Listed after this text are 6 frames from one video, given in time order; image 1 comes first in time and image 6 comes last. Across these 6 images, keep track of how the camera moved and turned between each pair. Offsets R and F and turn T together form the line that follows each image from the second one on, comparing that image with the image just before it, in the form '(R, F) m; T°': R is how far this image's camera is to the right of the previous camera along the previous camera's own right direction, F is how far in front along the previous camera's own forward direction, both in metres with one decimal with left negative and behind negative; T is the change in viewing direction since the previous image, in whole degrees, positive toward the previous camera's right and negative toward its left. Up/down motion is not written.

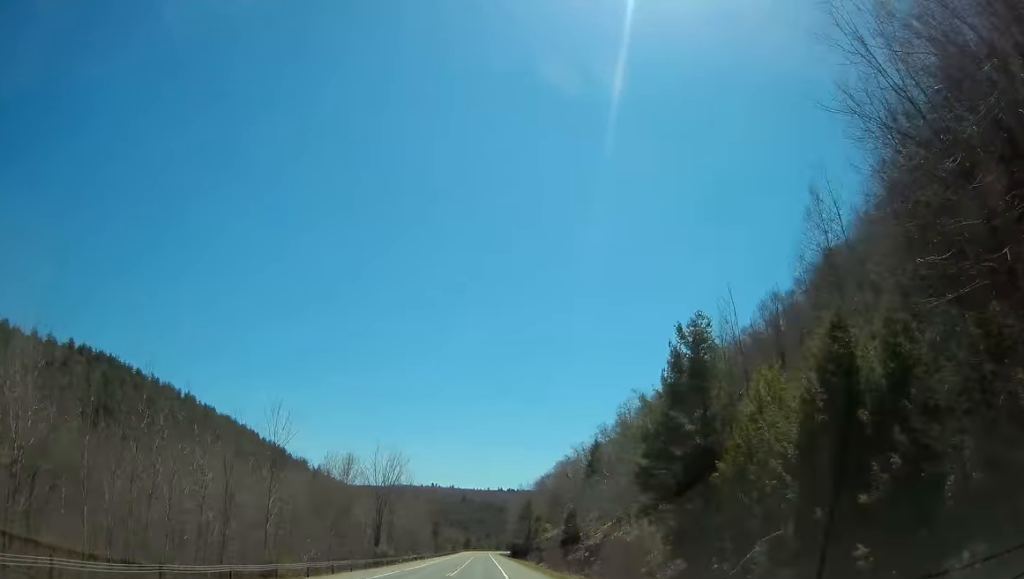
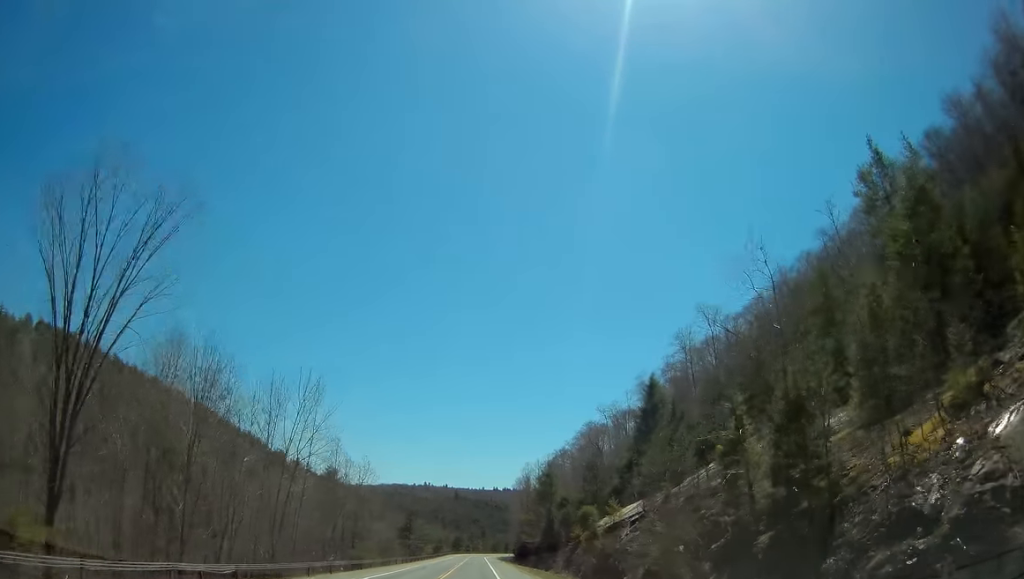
(+0.1, +62.0) m; 0°
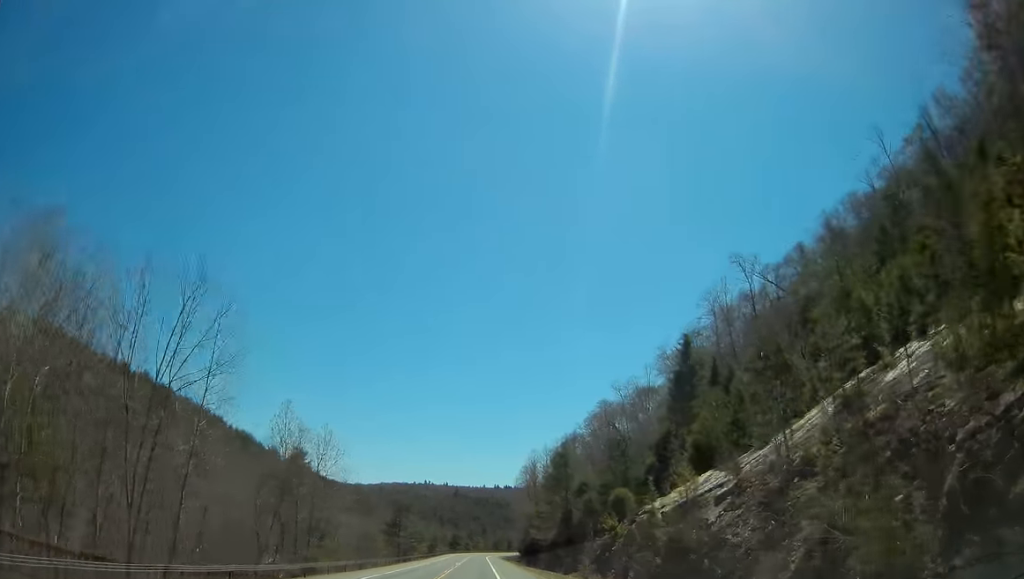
(0.0, +19.2) m; 0°
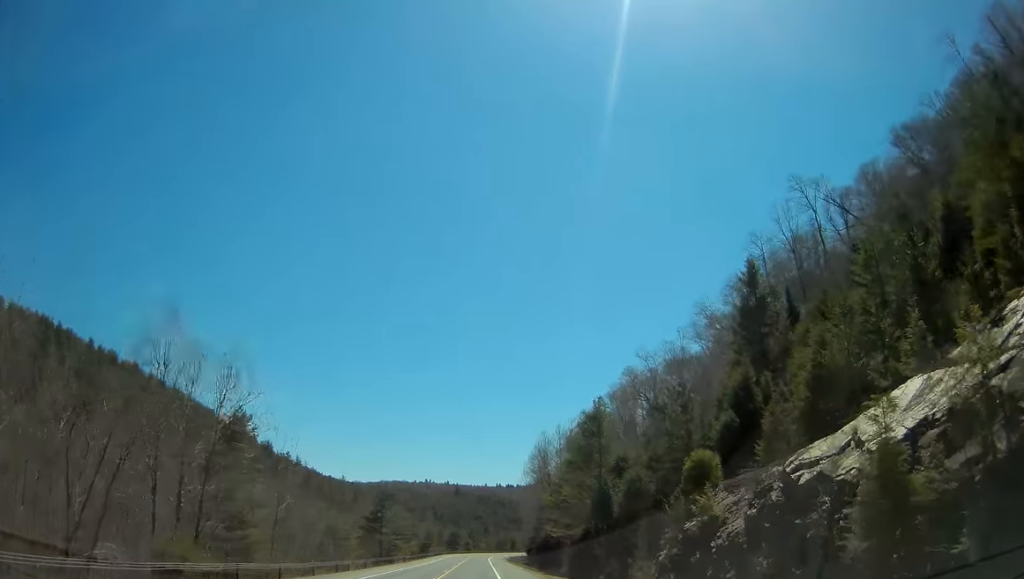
(0.0, +23.6) m; 0°
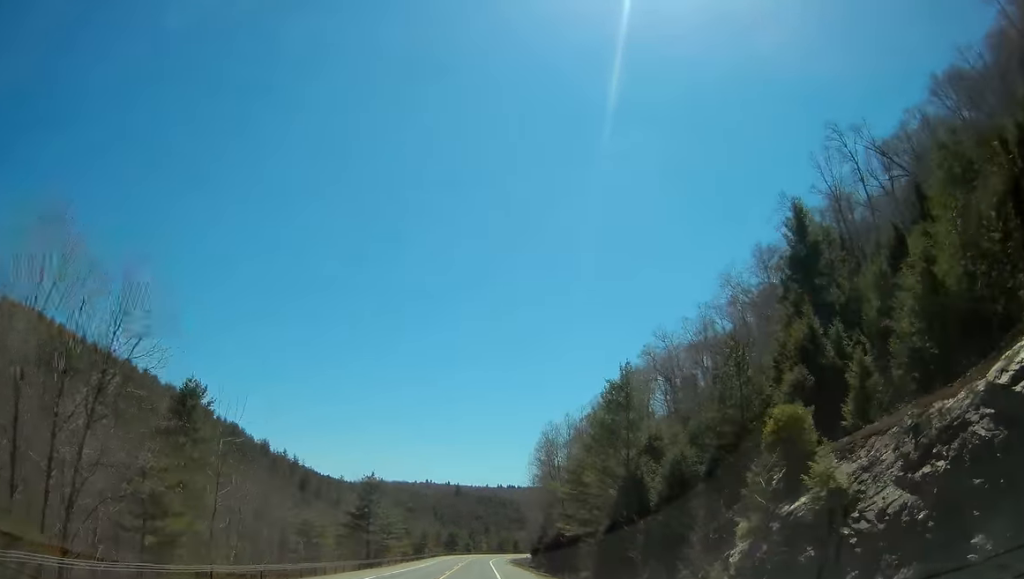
(0.0, +12.2) m; 0°
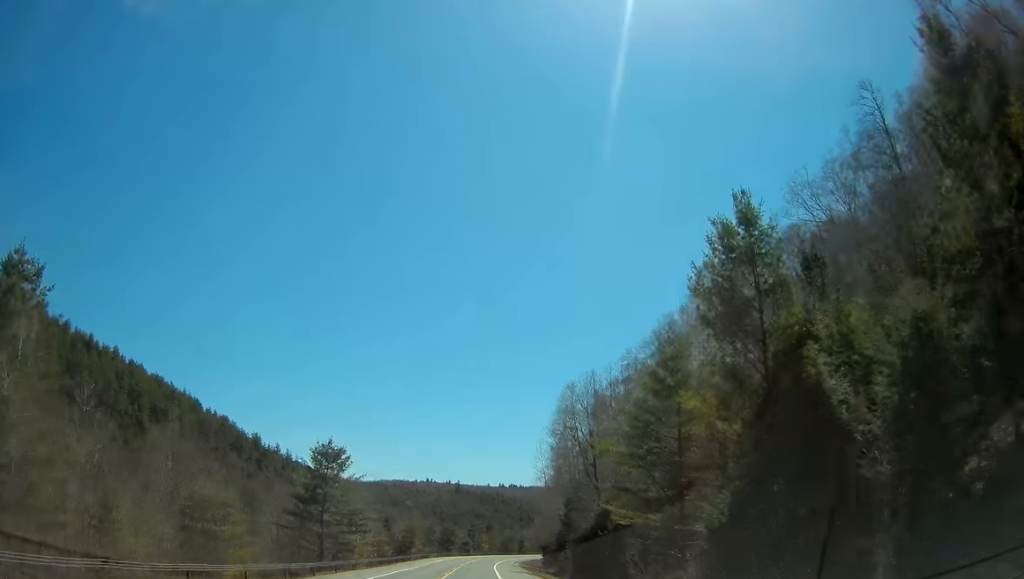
(0.0, +26.3) m; 0°
